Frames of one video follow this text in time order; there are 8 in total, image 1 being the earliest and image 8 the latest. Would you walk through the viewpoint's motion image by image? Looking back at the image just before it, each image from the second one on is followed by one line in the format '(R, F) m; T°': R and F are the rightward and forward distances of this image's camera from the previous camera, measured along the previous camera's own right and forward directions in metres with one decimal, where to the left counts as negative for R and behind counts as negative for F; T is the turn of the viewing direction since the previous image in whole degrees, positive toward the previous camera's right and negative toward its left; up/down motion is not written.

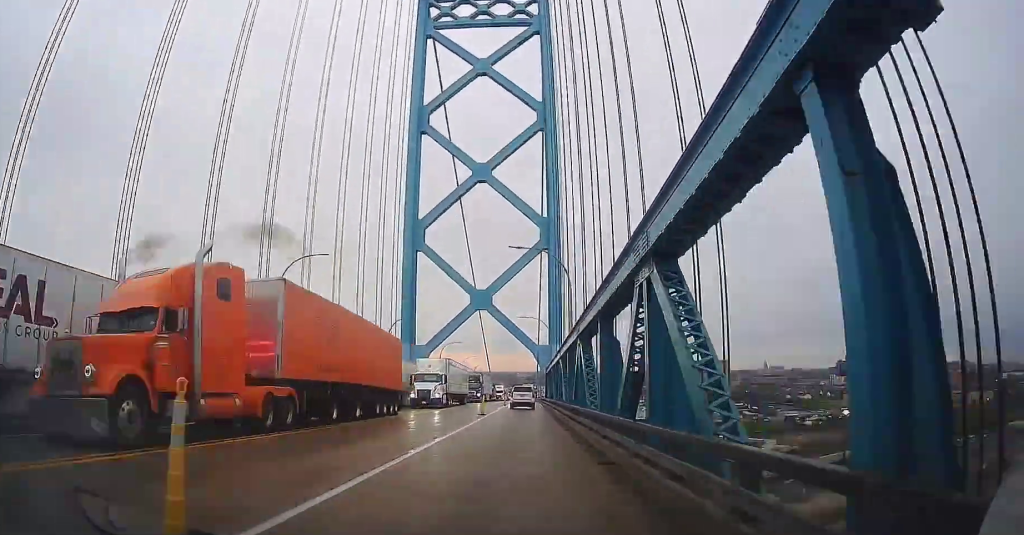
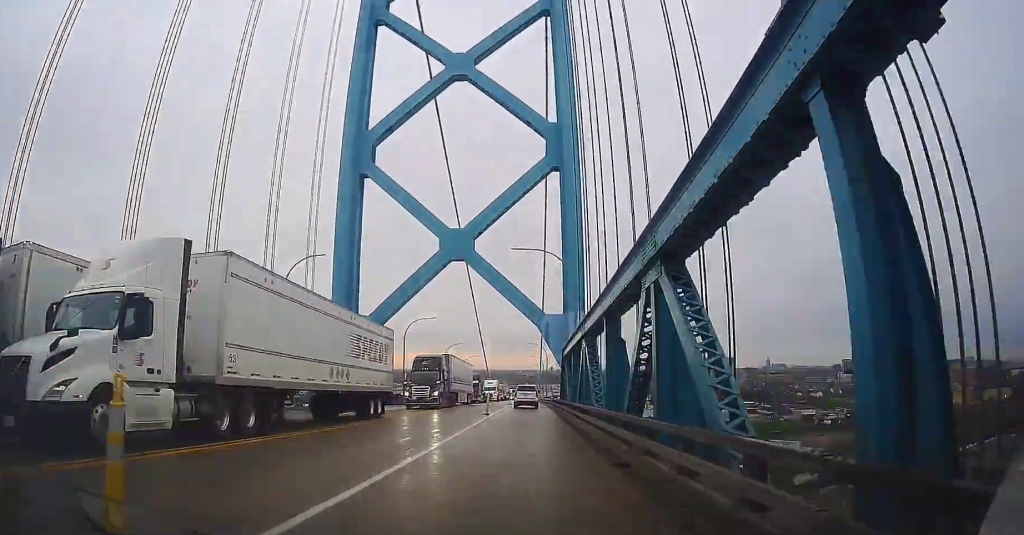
(+0.1, +29.5) m; -1°
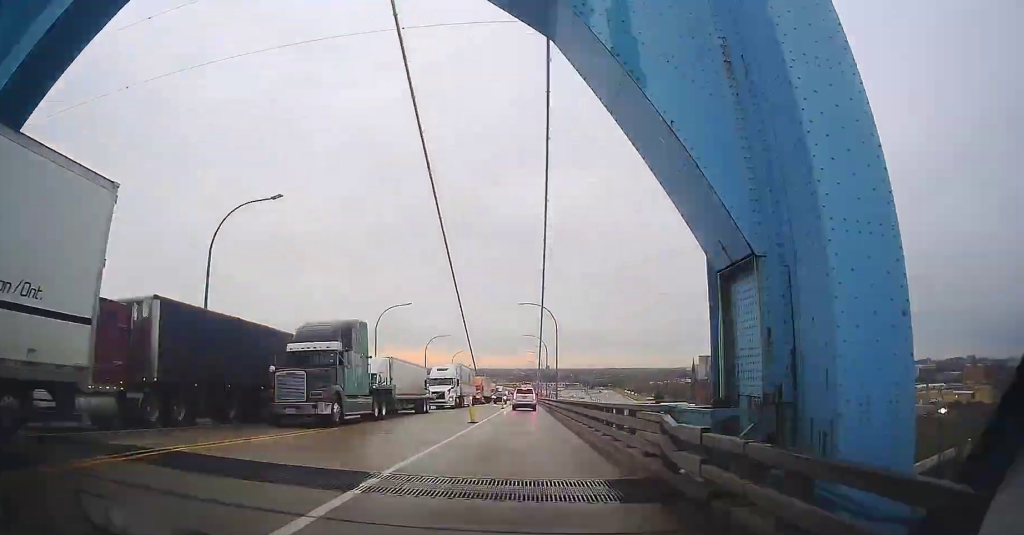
(-0.9, +42.4) m; +1°
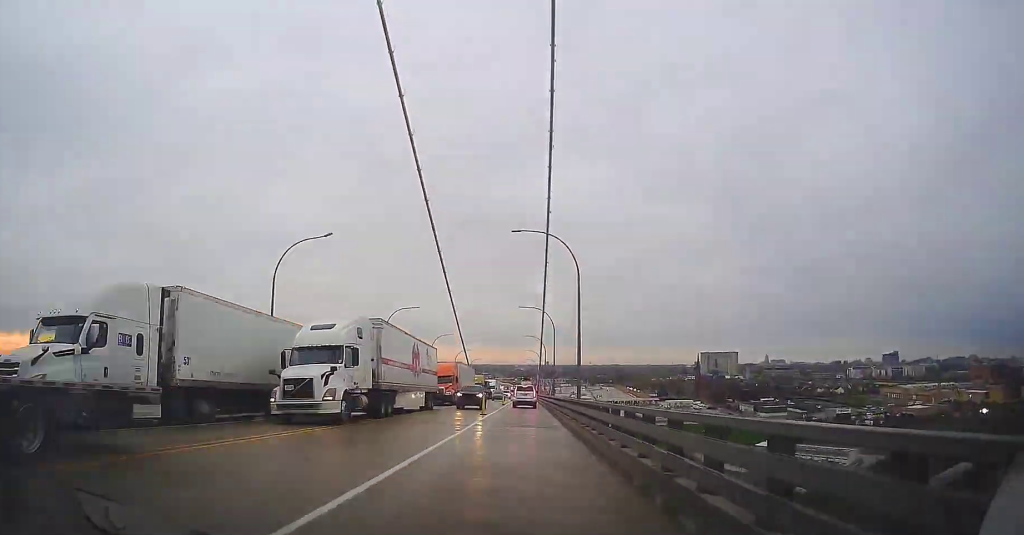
(+0.8, +23.2) m; +1°
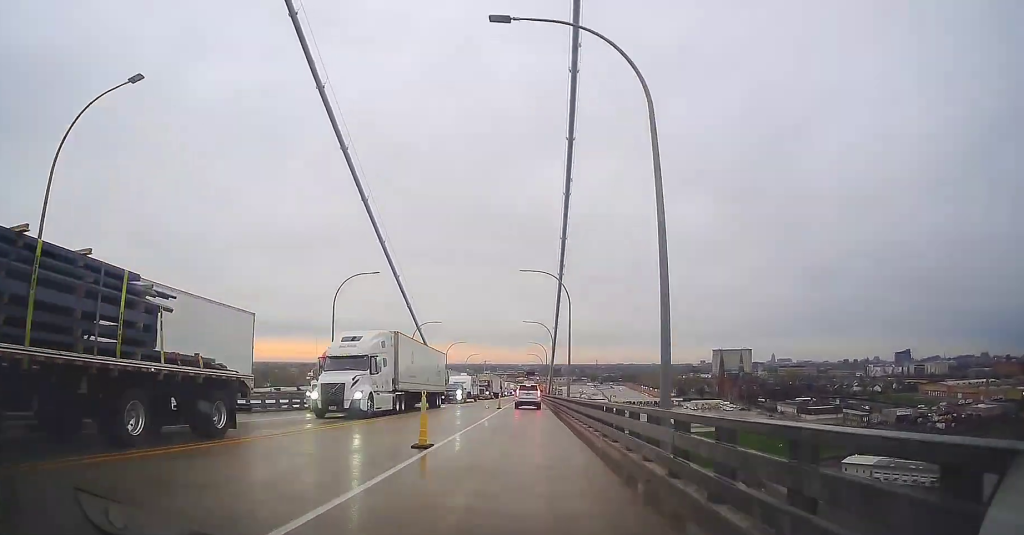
(+0.4, +73.2) m; 0°
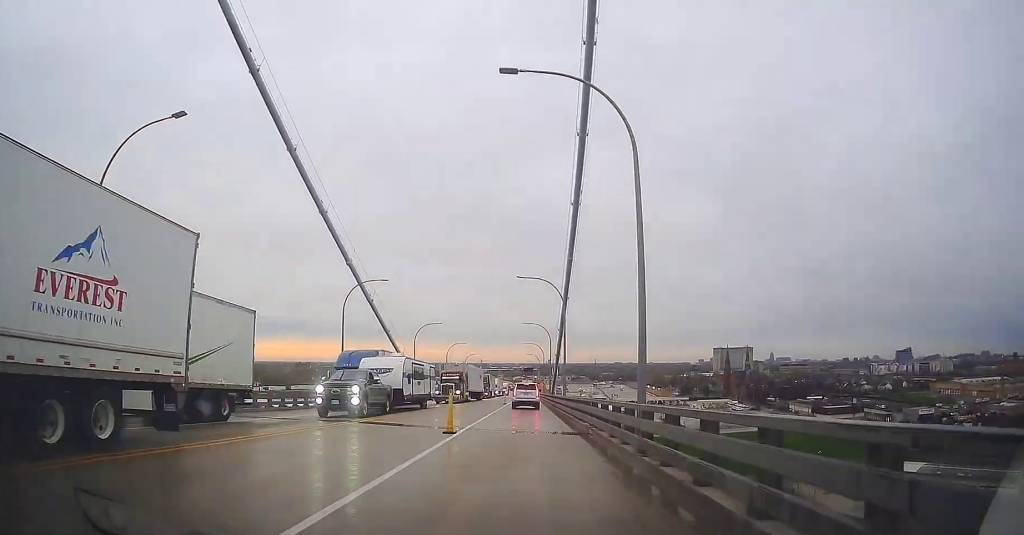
(+0.2, +25.3) m; 0°
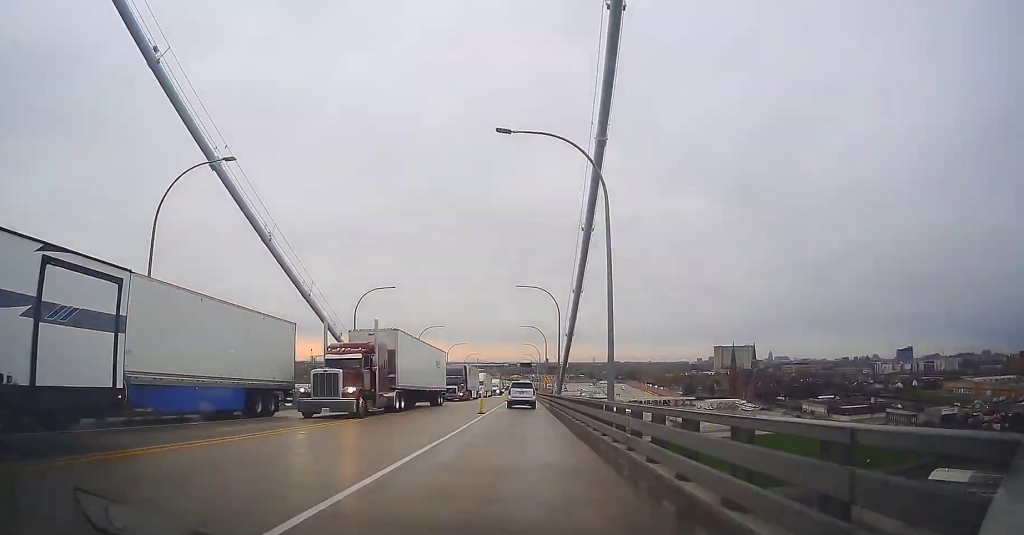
(0.0, +24.9) m; 0°
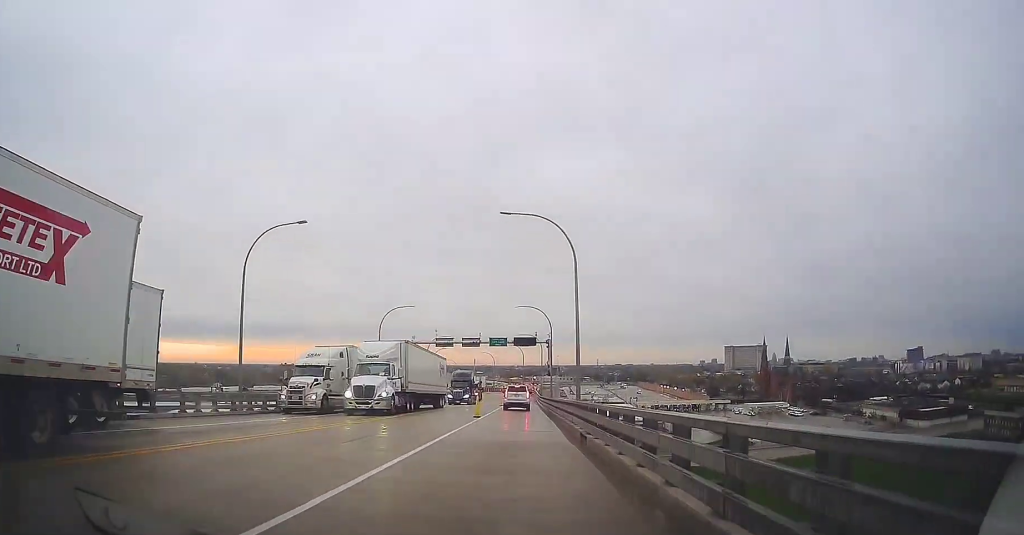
(-0.3, +80.8) m; 0°
